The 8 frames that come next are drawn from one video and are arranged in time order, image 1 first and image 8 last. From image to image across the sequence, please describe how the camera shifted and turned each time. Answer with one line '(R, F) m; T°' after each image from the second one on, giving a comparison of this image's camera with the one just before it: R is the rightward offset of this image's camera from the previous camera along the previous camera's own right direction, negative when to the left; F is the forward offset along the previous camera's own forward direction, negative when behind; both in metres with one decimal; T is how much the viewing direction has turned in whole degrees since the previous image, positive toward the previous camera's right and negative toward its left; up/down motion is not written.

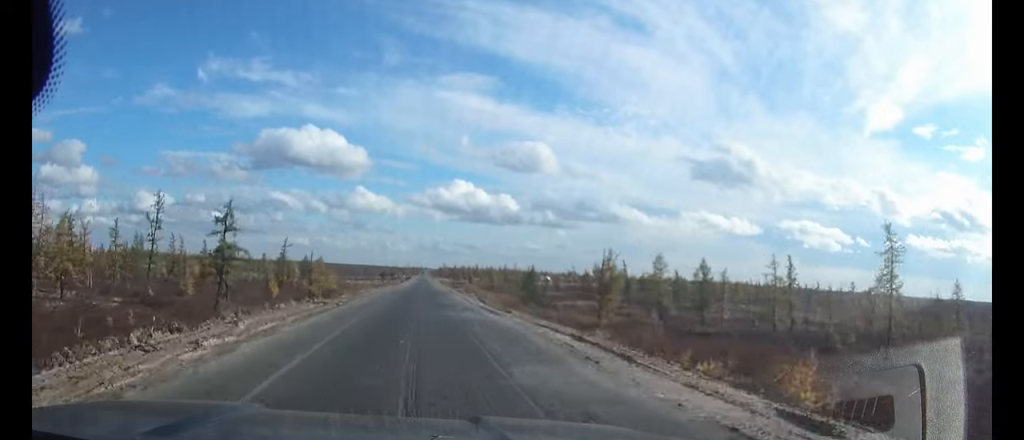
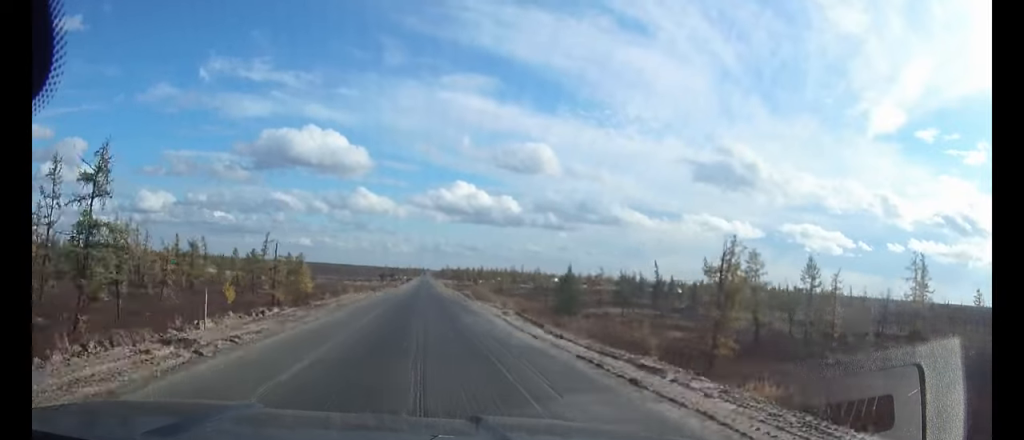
(0.0, +17.0) m; 0°
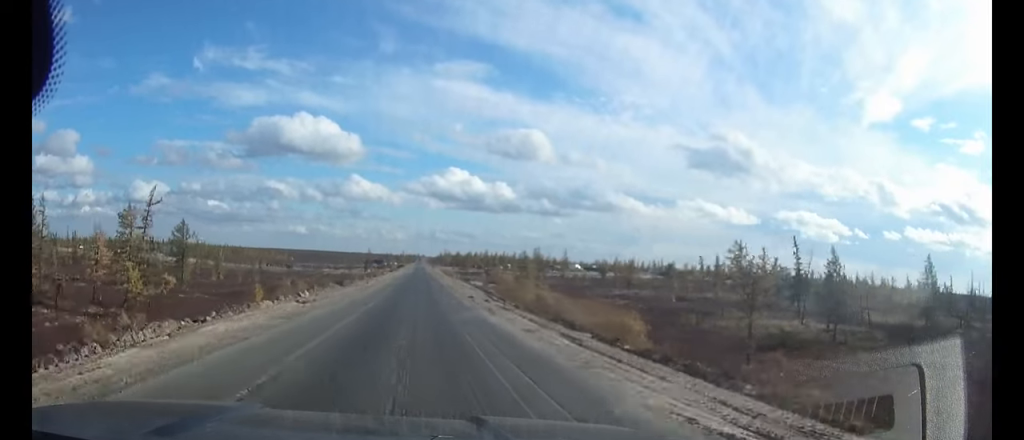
(+0.1, +51.2) m; 0°
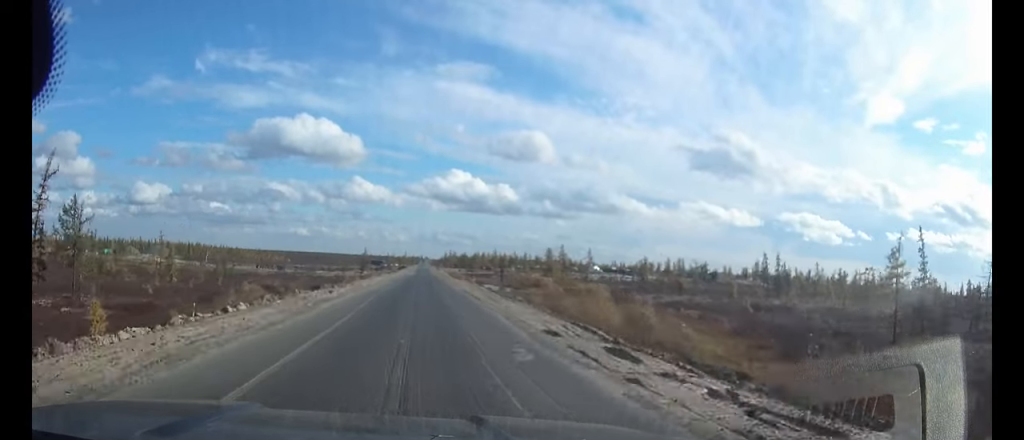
(0.0, +23.4) m; 0°
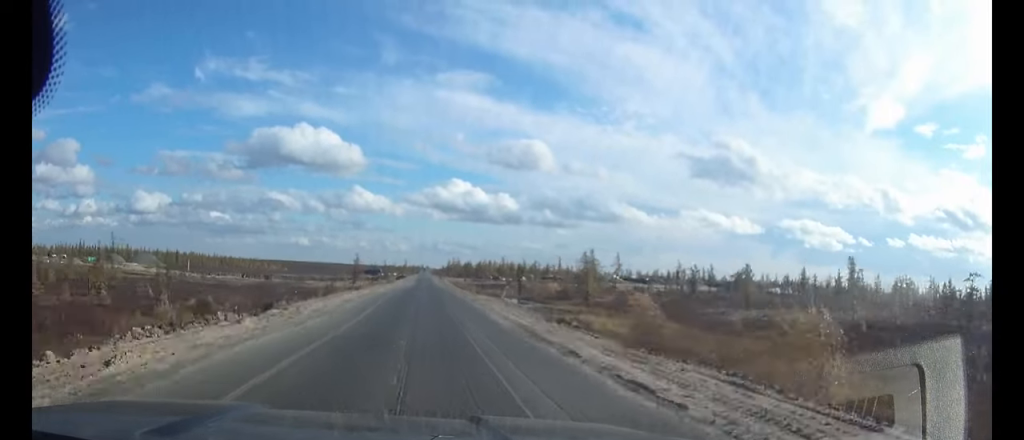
(0.0, +21.9) m; 0°
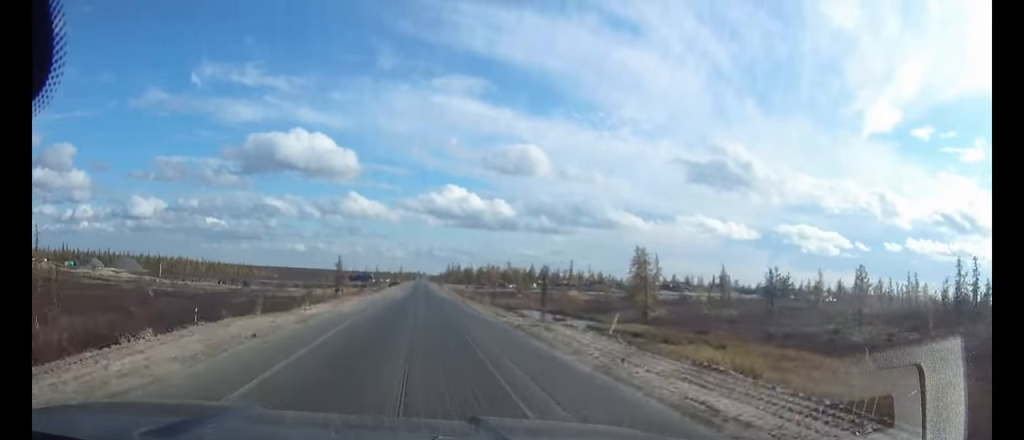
(0.0, +25.5) m; 0°
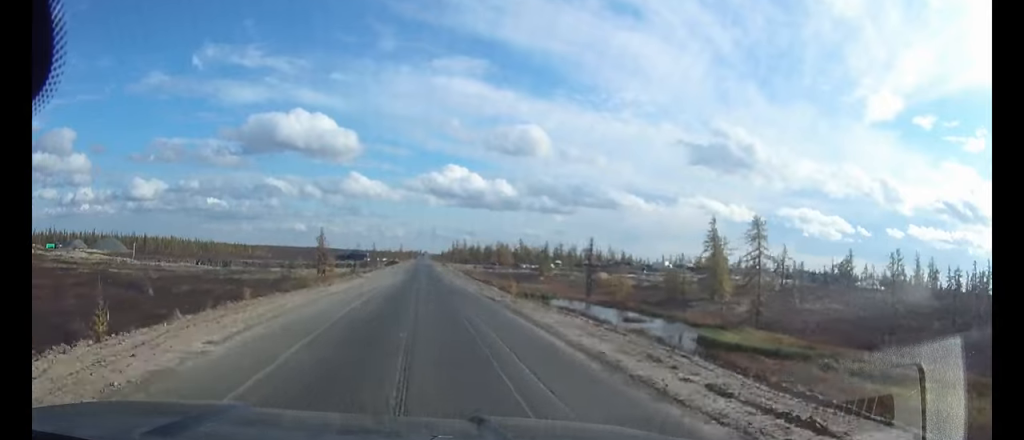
(0.0, +23.8) m; 0°
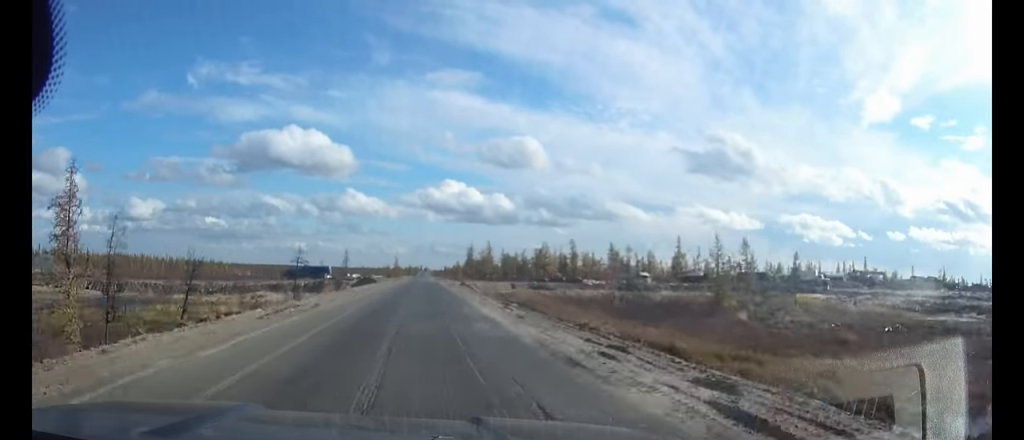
(-0.1, +73.7) m; 0°
